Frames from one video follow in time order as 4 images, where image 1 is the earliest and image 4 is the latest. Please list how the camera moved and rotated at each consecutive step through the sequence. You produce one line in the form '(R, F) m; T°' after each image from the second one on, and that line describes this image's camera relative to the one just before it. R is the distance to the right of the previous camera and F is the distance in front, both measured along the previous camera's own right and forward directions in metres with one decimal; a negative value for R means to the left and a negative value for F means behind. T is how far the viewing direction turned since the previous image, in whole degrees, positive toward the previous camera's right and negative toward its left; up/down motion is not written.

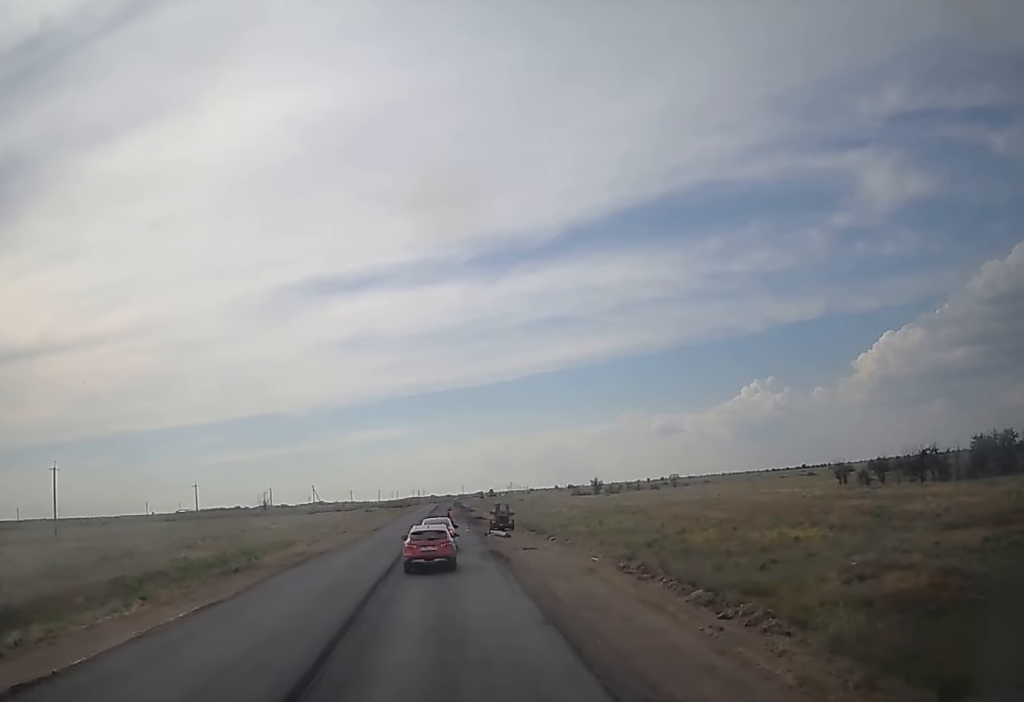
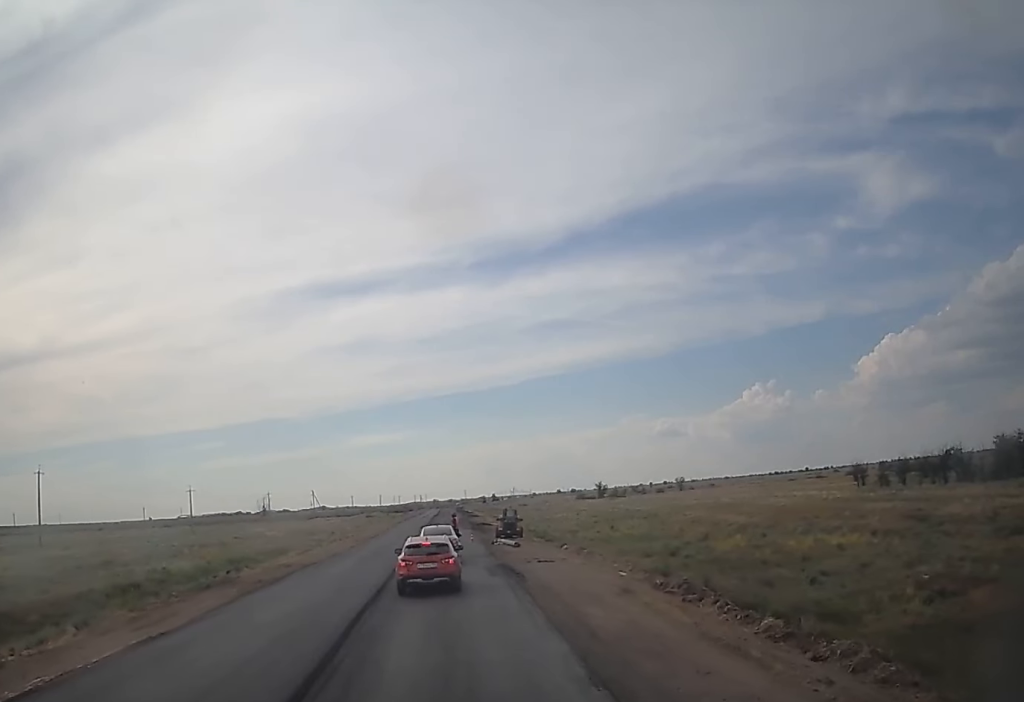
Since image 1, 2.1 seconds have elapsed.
(-0.1, +7.0) m; +1°
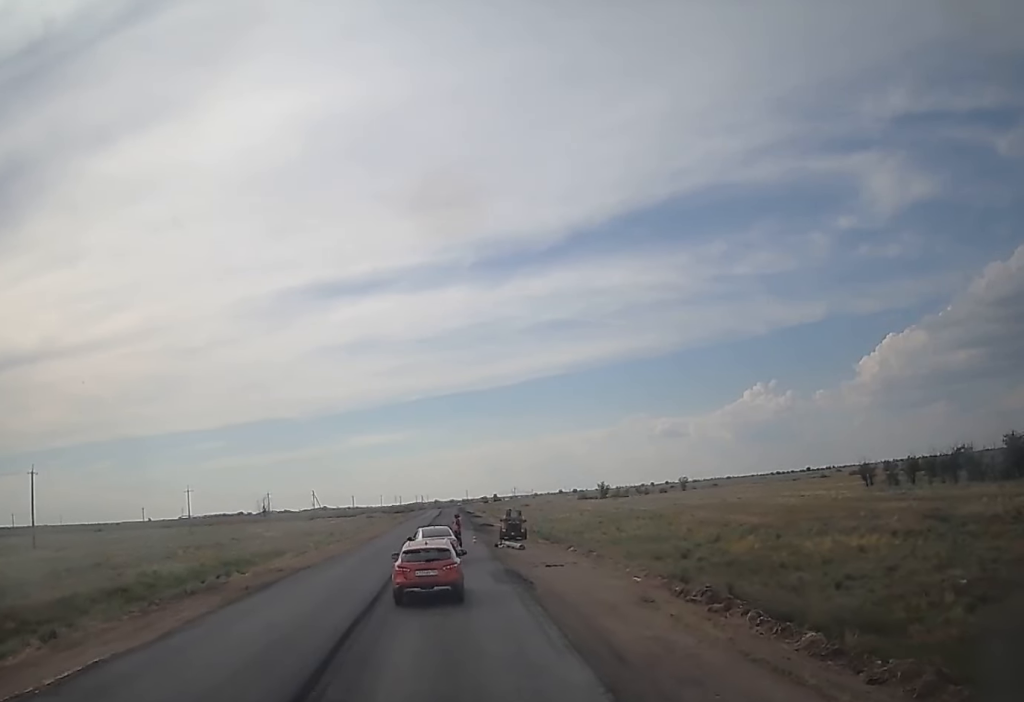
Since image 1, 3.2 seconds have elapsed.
(+0.1, +2.7) m; +2°
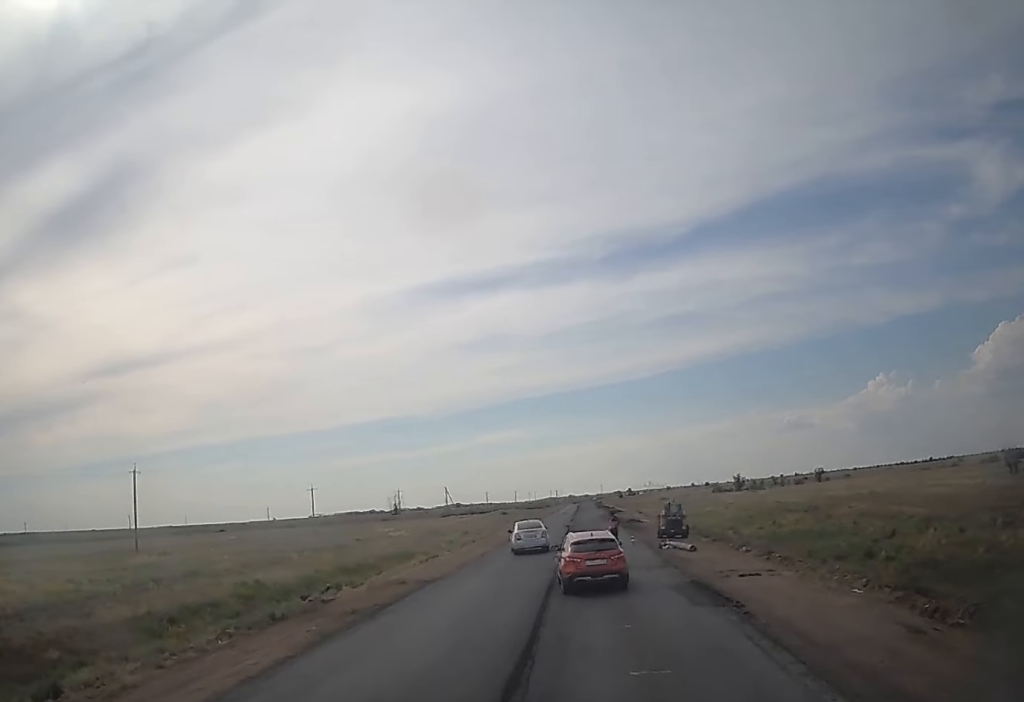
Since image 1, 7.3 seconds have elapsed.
(-1.2, +6.8) m; -24°
